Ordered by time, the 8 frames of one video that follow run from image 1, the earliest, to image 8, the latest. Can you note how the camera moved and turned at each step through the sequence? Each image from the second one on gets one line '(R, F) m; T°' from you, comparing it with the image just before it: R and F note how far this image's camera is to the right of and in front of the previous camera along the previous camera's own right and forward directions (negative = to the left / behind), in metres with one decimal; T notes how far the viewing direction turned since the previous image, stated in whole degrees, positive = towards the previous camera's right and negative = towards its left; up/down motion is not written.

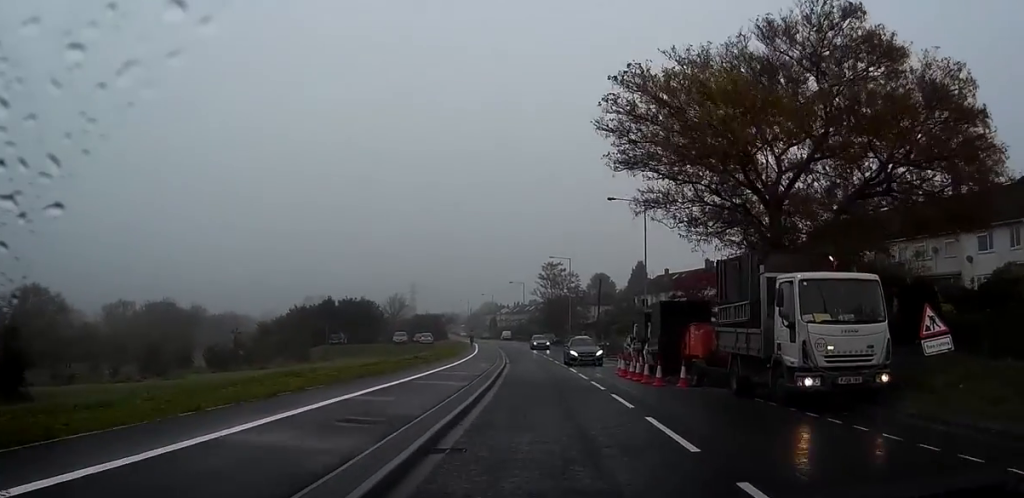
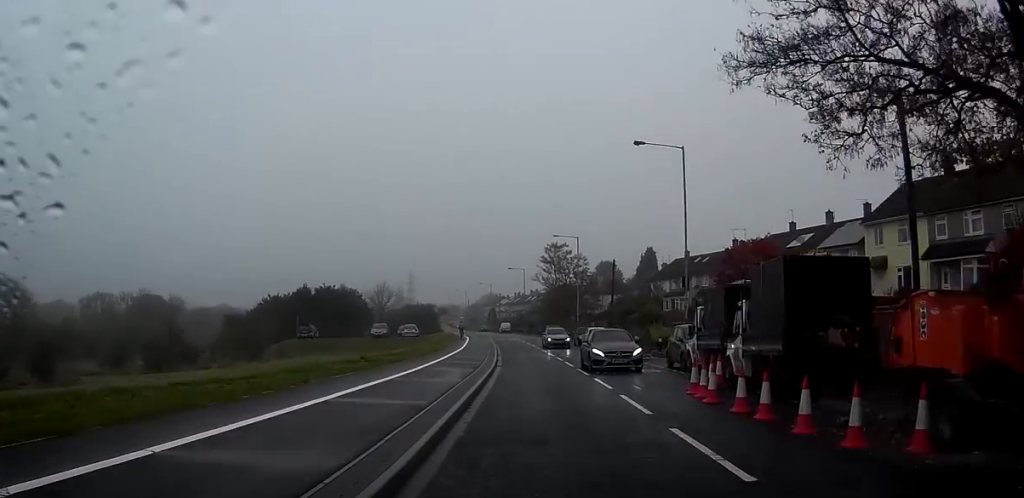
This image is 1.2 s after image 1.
(-0.3, +14.1) m; -2°
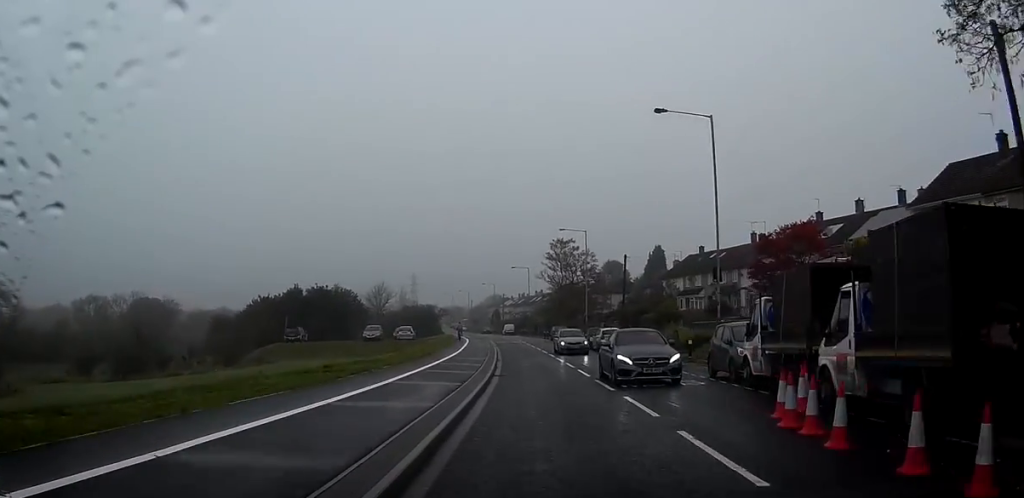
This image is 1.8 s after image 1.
(0.0, +6.2) m; 0°
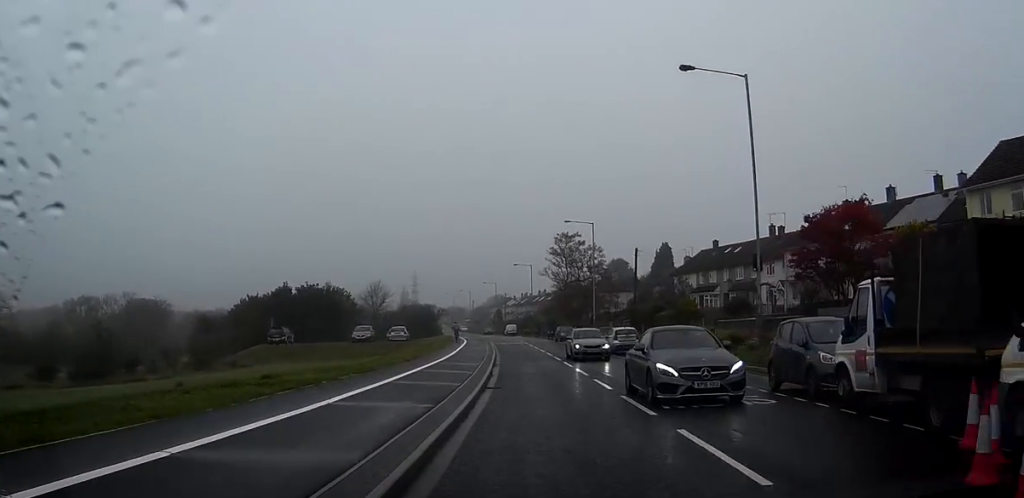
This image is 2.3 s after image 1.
(0.0, +5.8) m; 0°
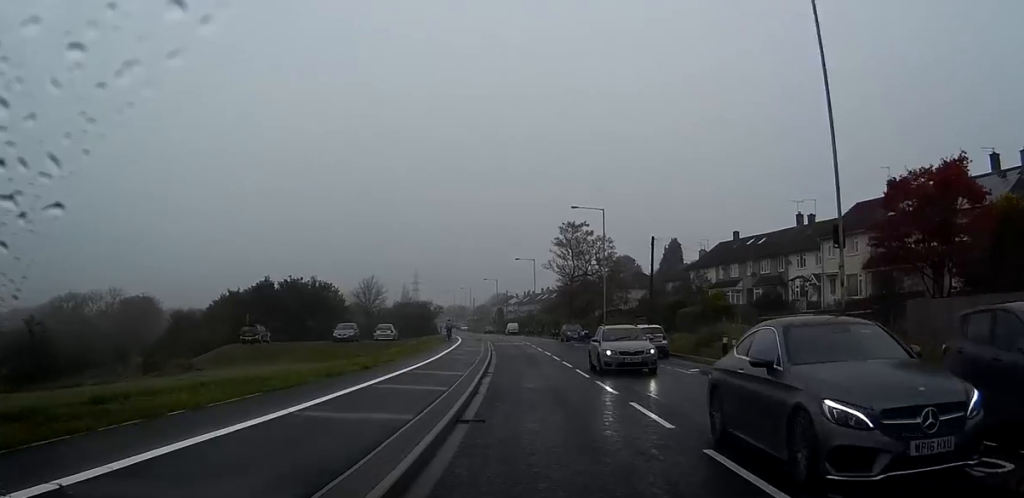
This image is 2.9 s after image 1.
(0.0, +7.8) m; -1°
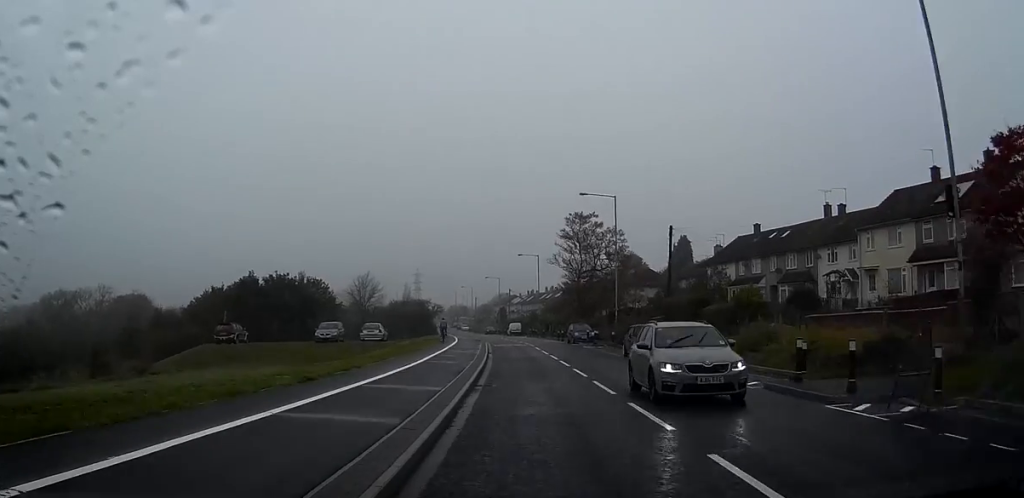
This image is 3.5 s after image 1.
(-0.1, +6.3) m; -1°
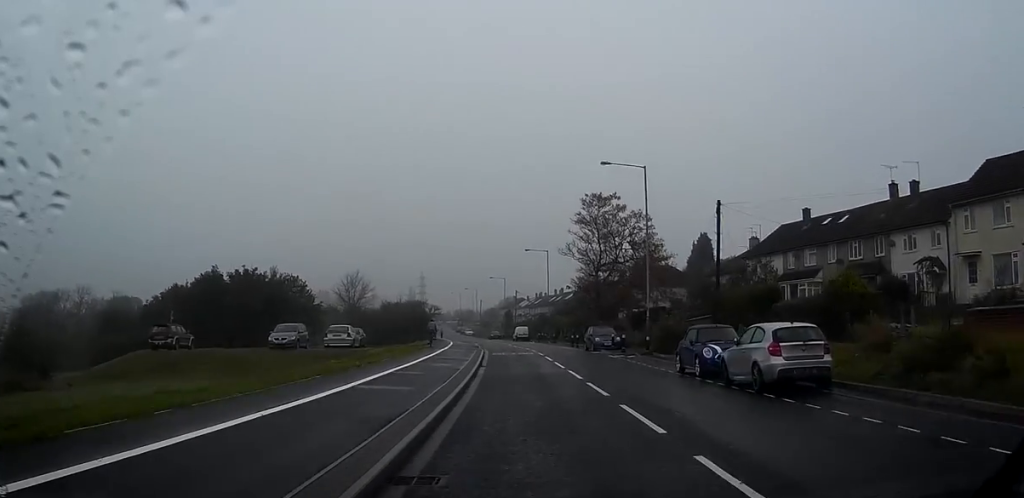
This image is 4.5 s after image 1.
(-0.1, +11.9) m; -1°
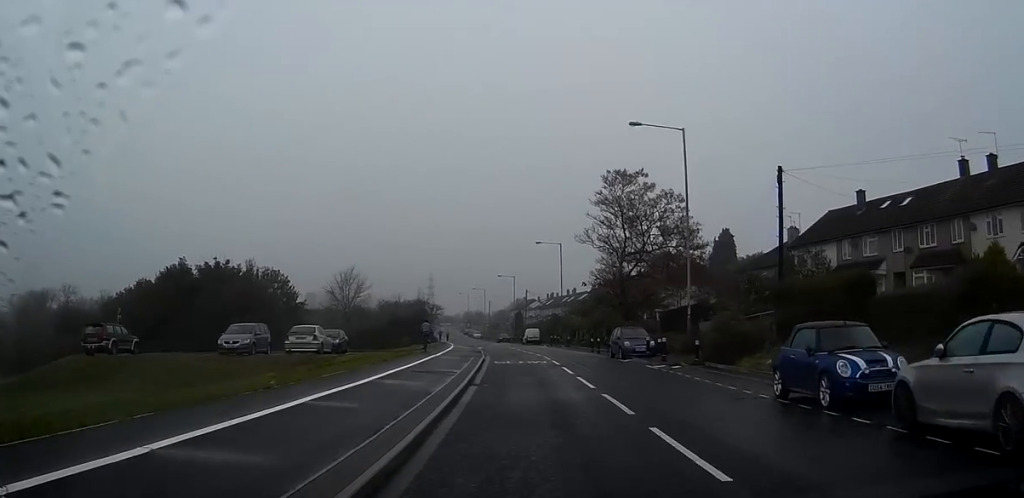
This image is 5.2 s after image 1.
(0.0, +9.1) m; -1°
